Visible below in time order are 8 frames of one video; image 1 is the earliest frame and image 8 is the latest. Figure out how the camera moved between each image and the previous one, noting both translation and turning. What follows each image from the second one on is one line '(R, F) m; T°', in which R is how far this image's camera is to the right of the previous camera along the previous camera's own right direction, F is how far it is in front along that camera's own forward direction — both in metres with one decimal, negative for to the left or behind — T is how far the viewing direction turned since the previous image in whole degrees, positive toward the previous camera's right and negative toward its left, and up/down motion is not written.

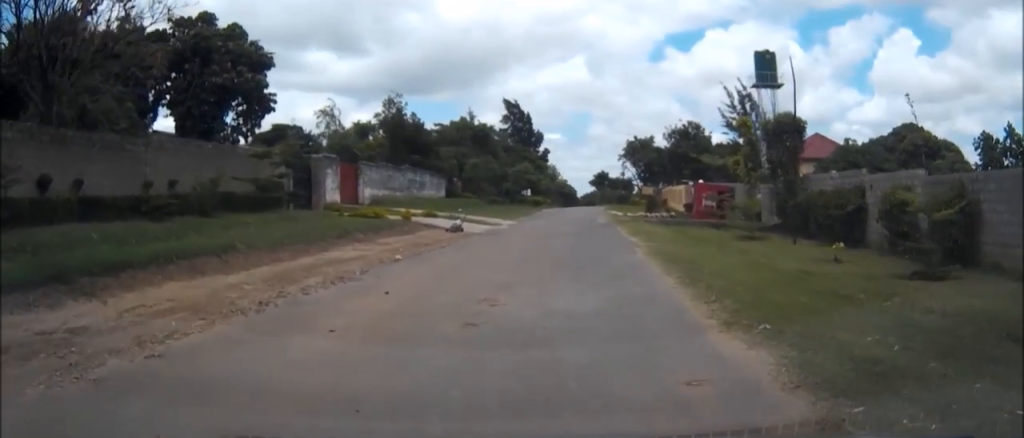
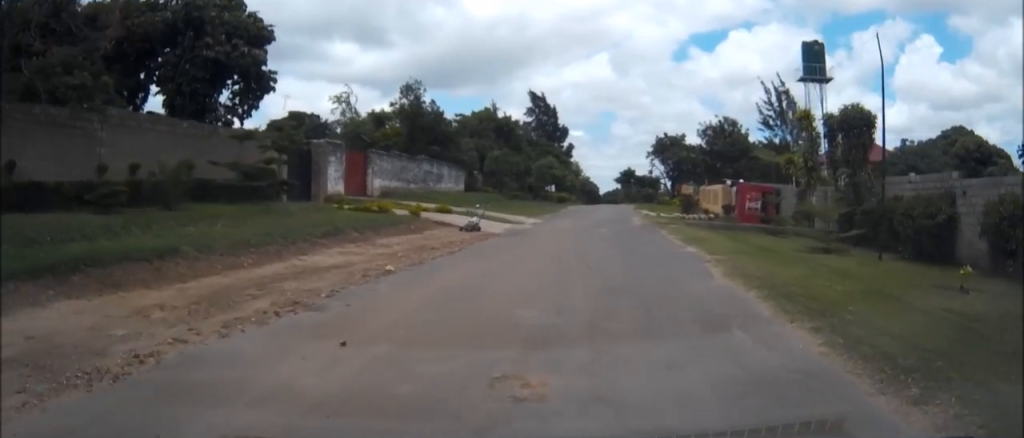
(0.0, +4.3) m; +1°
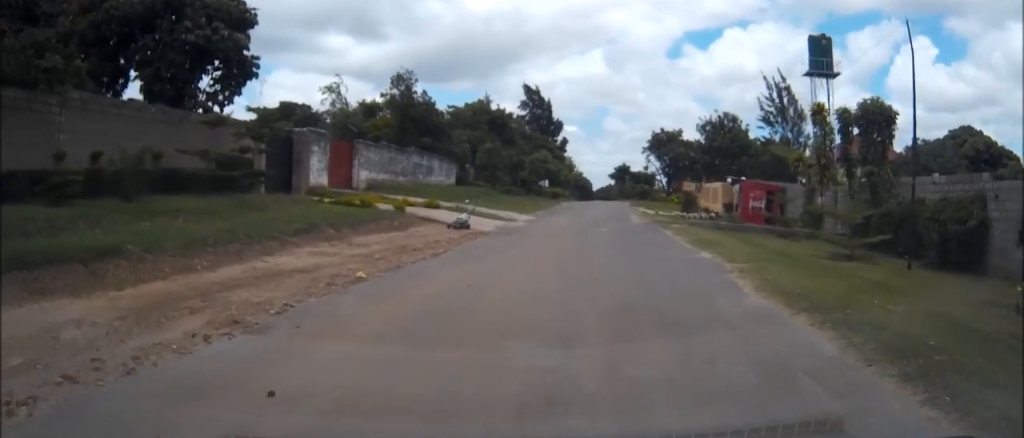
(0.0, +1.9) m; +1°
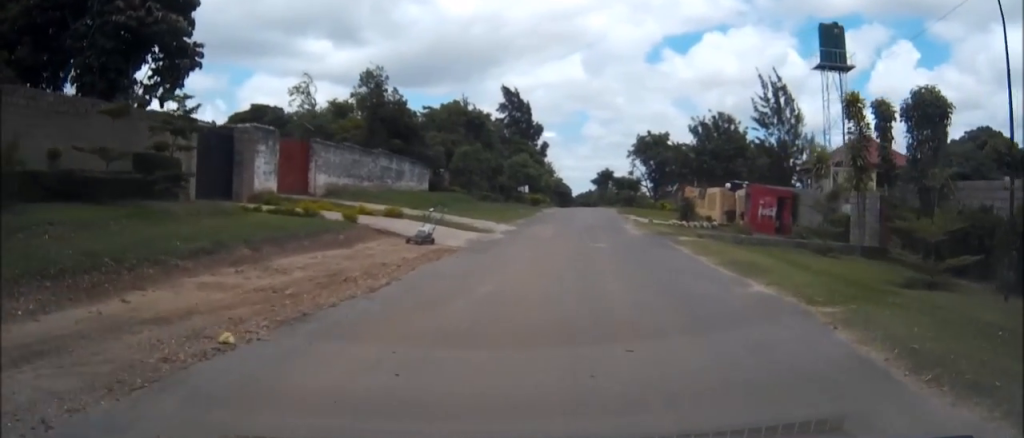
(+0.2, +4.7) m; +1°
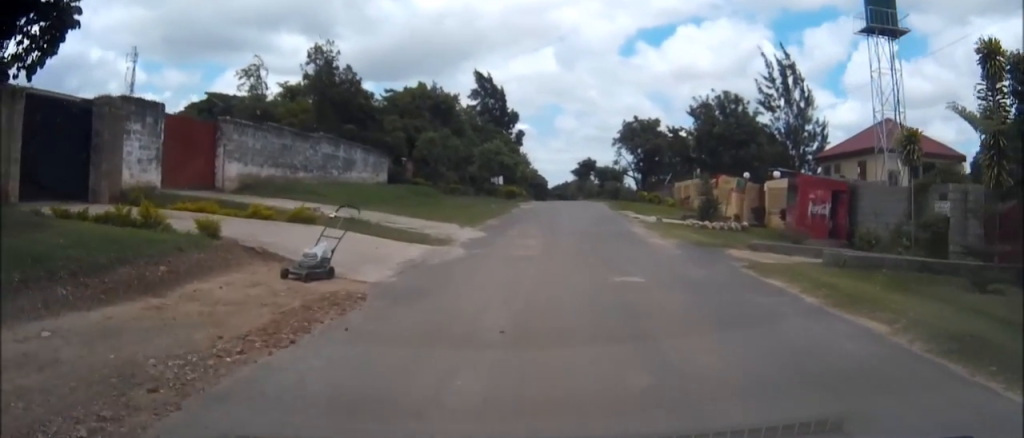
(0.0, +9.0) m; +1°
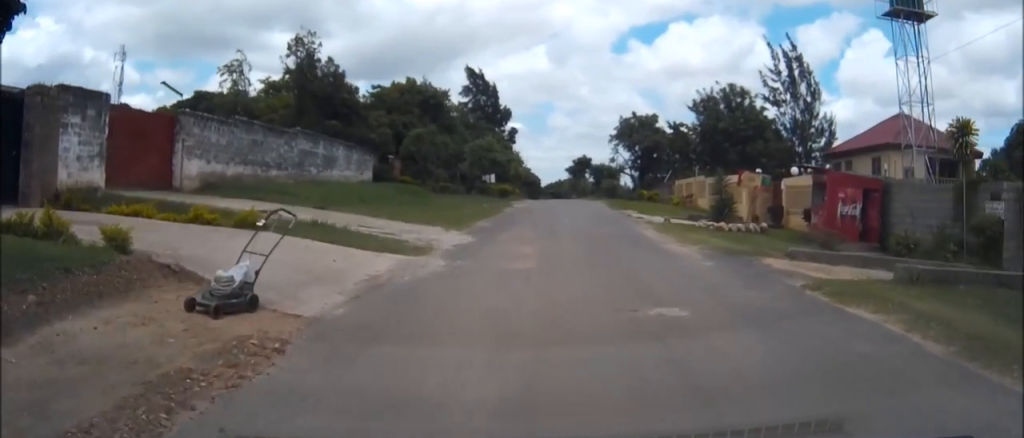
(0.0, +3.2) m; +1°
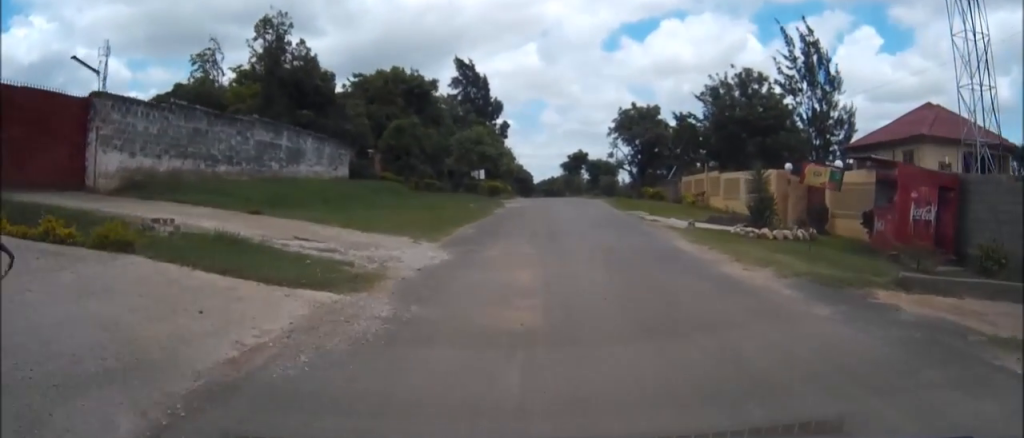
(+0.1, +5.4) m; +1°
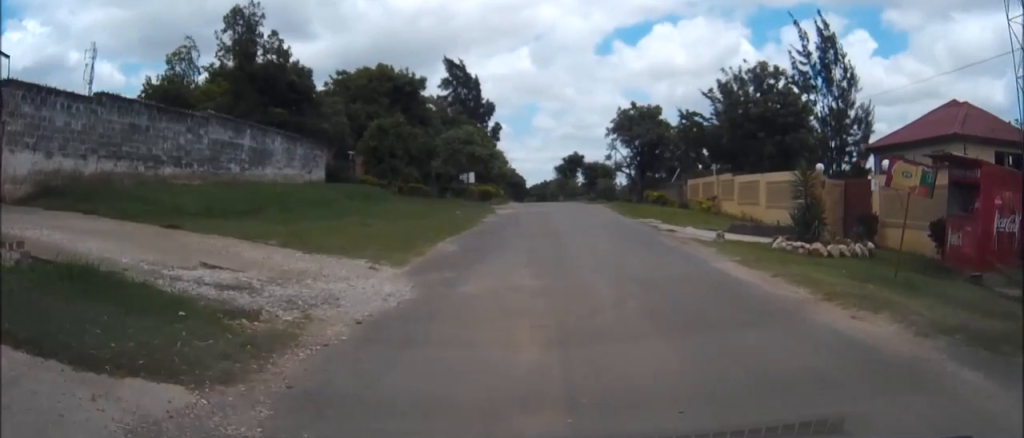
(0.0, +4.5) m; 0°
